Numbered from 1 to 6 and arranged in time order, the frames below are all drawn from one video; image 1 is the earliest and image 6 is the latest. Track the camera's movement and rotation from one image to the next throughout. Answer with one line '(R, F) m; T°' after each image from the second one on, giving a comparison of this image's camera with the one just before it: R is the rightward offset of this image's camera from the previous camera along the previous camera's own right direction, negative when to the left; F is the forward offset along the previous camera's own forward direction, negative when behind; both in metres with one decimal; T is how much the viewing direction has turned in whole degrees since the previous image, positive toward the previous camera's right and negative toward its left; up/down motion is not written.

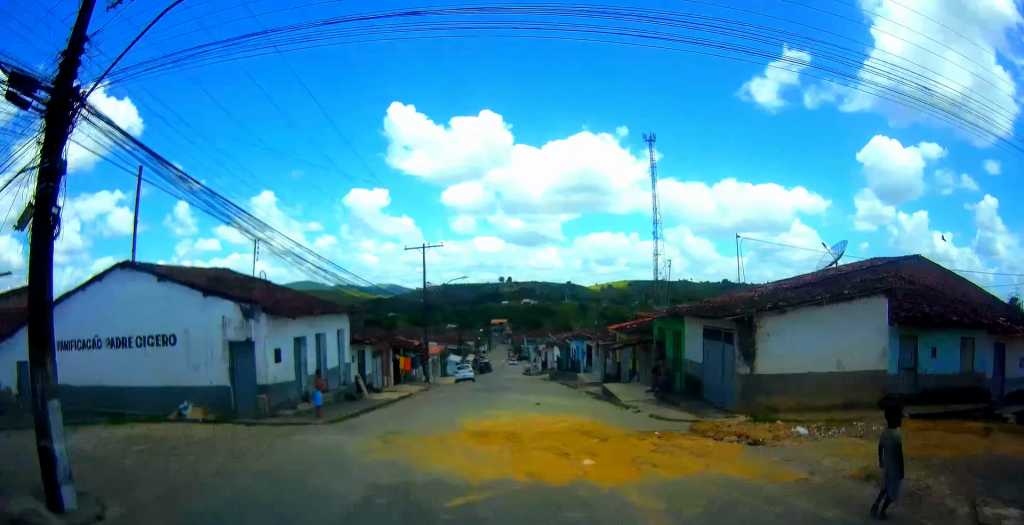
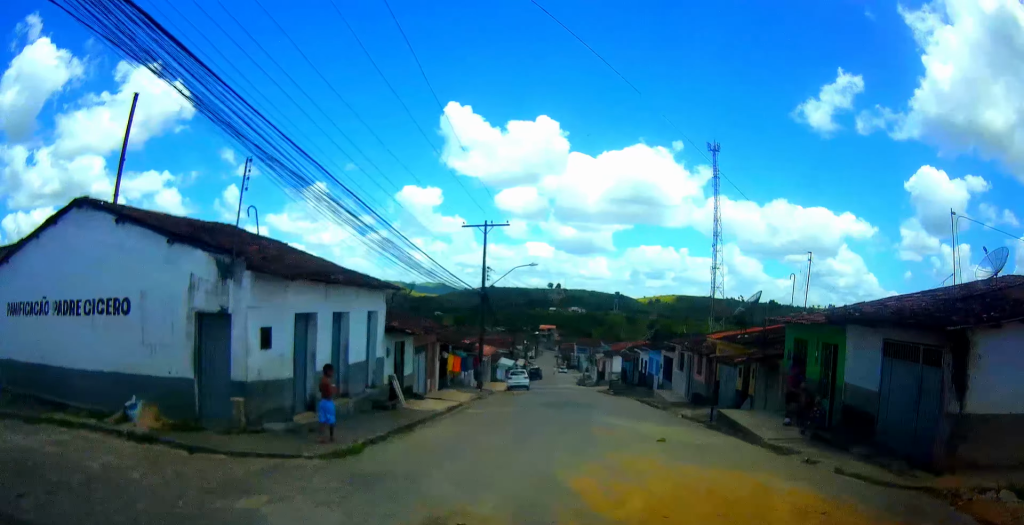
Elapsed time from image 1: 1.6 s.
(0.0, +5.9) m; 0°
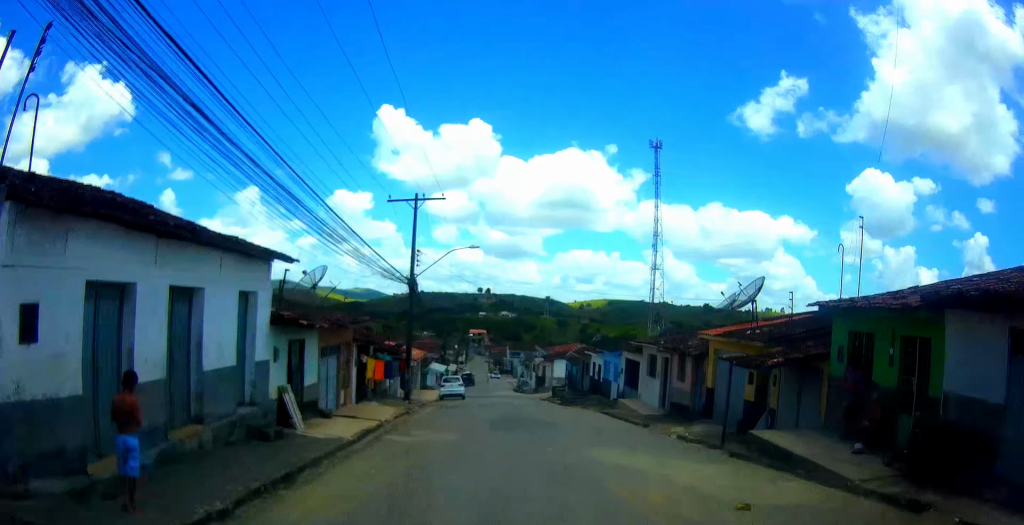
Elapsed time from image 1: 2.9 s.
(0.0, +5.2) m; 0°
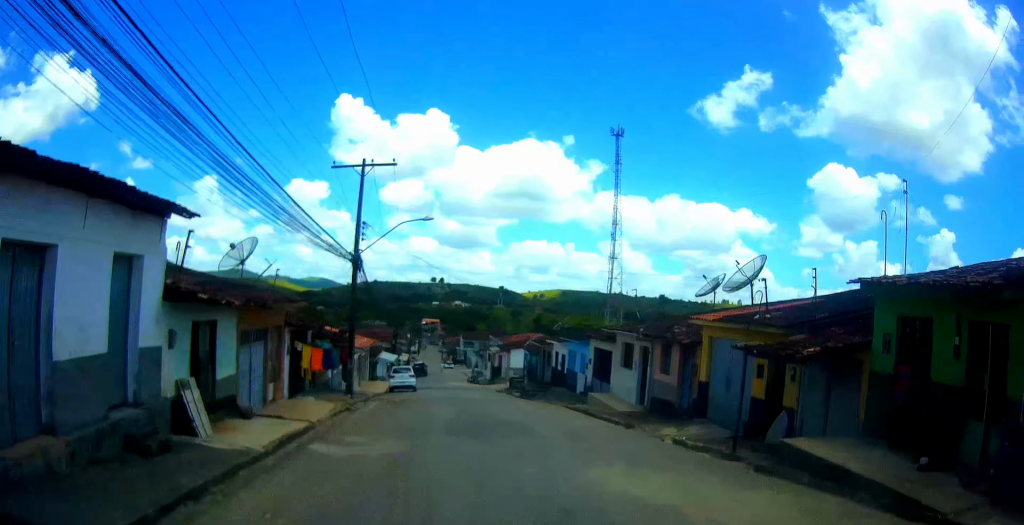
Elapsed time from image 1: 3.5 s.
(0.0, +2.8) m; 0°
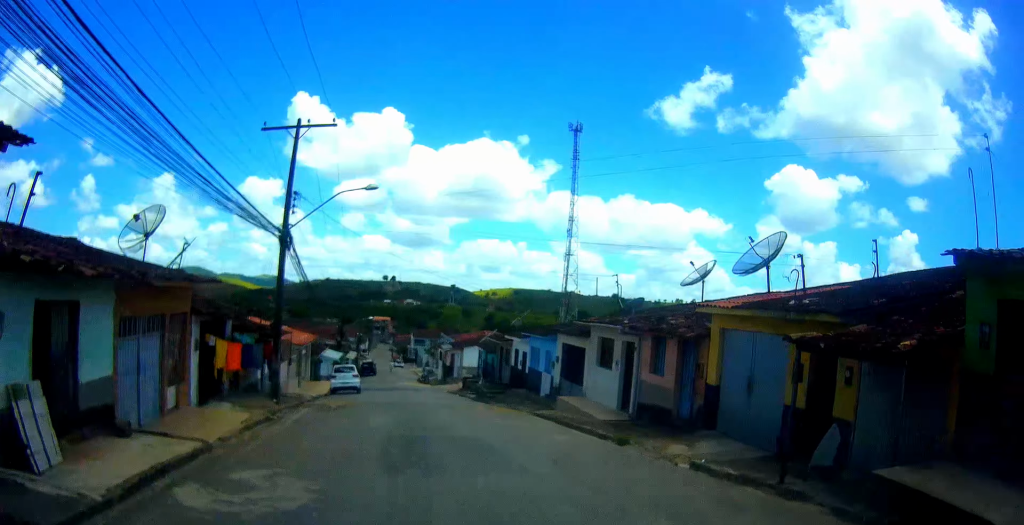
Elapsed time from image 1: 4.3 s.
(0.0, +3.3) m; 0°
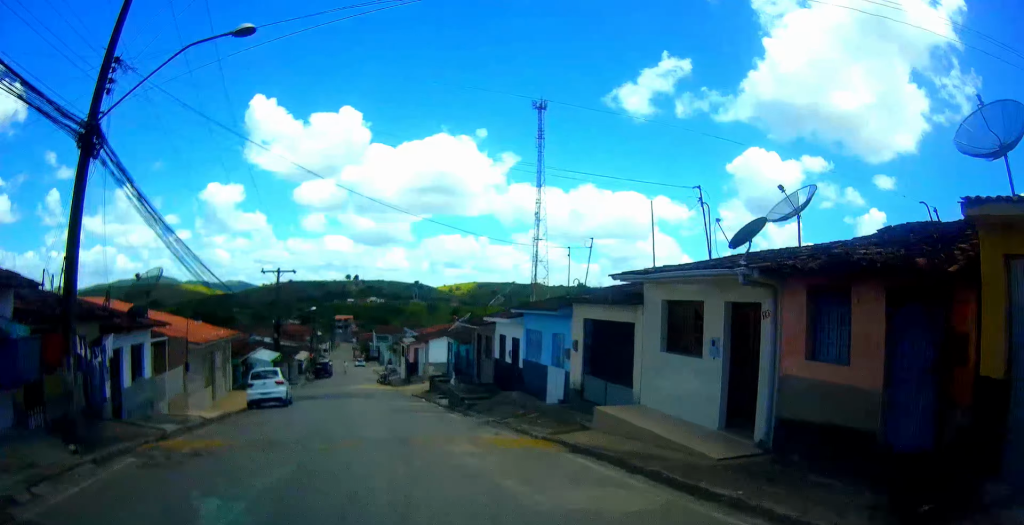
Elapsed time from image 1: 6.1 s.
(+0.1, +8.3) m; +7°
